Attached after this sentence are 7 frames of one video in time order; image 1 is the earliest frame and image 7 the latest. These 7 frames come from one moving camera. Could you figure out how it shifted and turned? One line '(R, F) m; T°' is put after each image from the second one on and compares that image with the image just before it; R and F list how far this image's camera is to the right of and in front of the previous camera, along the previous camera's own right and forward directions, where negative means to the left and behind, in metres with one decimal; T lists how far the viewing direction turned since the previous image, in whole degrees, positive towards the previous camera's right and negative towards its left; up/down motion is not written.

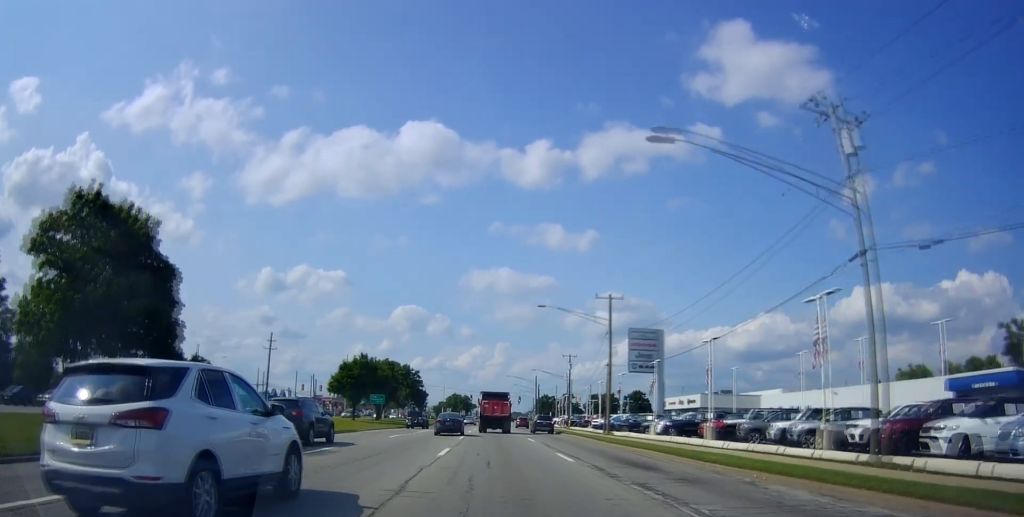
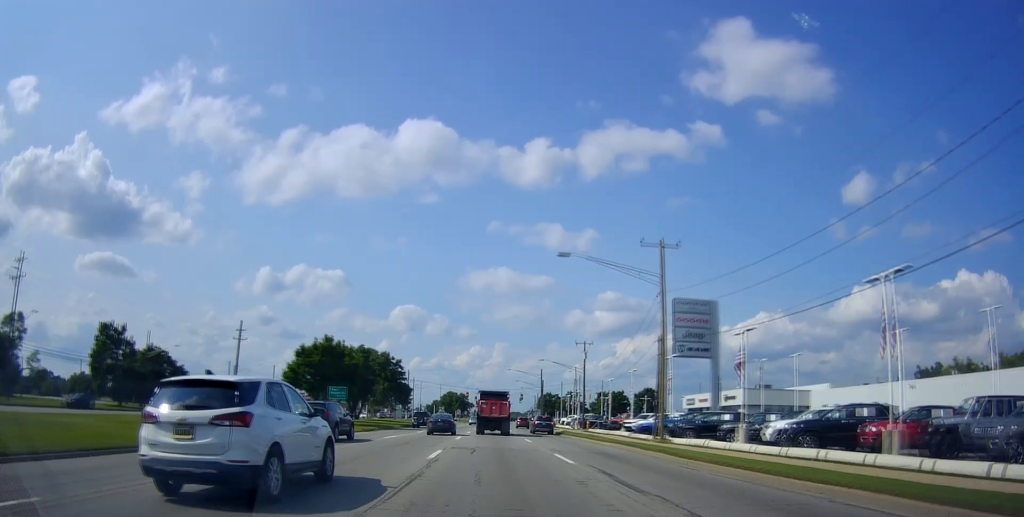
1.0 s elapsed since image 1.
(+0.2, +15.9) m; +2°
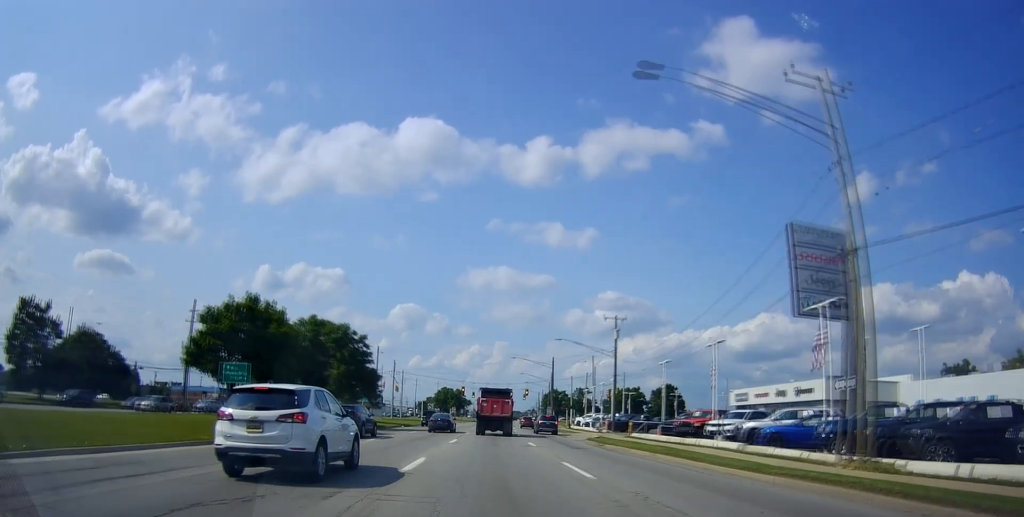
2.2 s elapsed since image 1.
(+0.4, +19.5) m; 0°
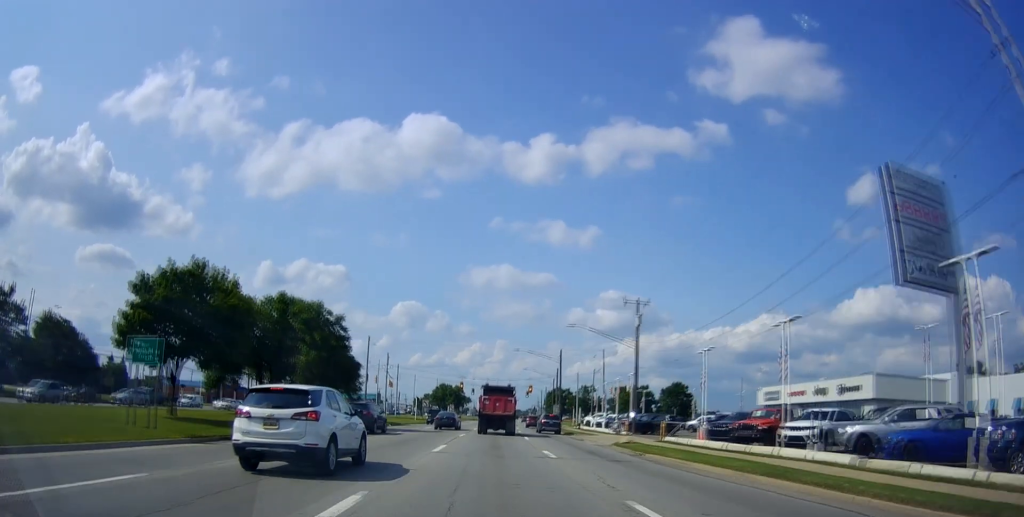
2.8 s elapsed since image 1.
(-0.1, +8.1) m; 0°
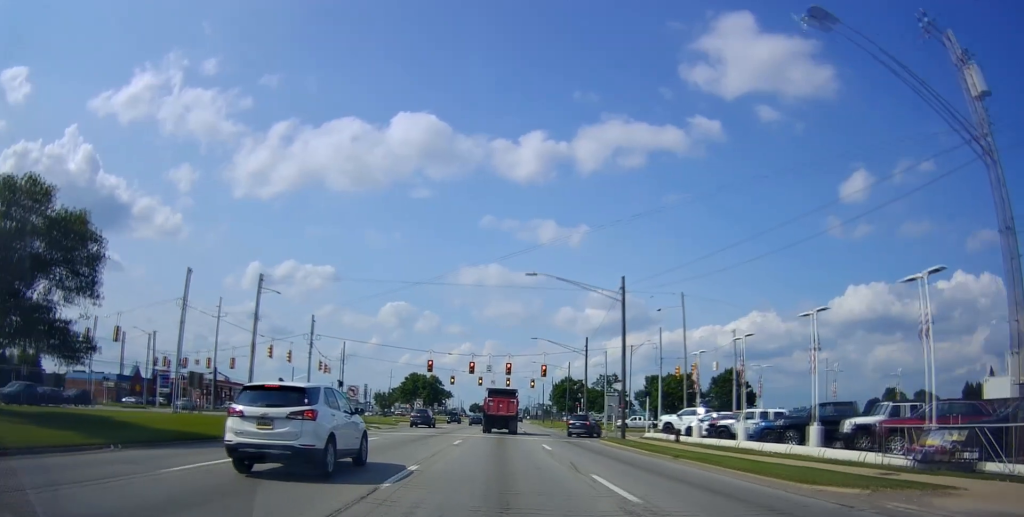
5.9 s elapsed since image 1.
(-1.0, +41.5) m; 0°
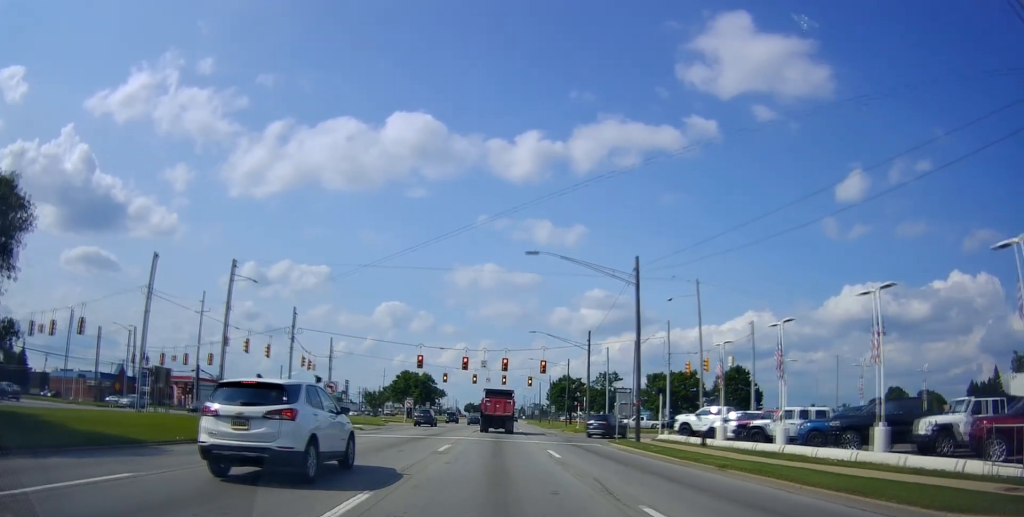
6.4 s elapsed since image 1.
(+0.1, +5.1) m; +2°
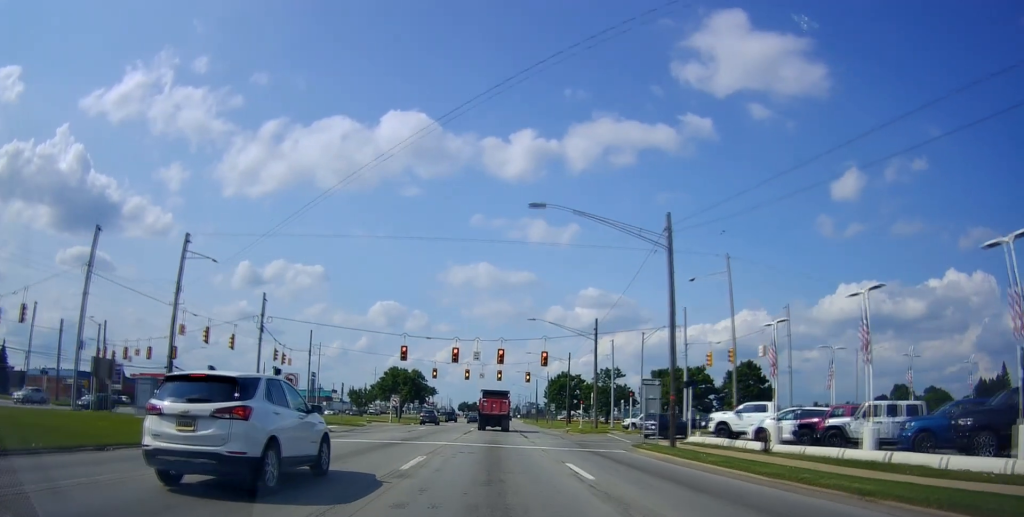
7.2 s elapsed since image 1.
(0.0, +7.2) m; 0°
